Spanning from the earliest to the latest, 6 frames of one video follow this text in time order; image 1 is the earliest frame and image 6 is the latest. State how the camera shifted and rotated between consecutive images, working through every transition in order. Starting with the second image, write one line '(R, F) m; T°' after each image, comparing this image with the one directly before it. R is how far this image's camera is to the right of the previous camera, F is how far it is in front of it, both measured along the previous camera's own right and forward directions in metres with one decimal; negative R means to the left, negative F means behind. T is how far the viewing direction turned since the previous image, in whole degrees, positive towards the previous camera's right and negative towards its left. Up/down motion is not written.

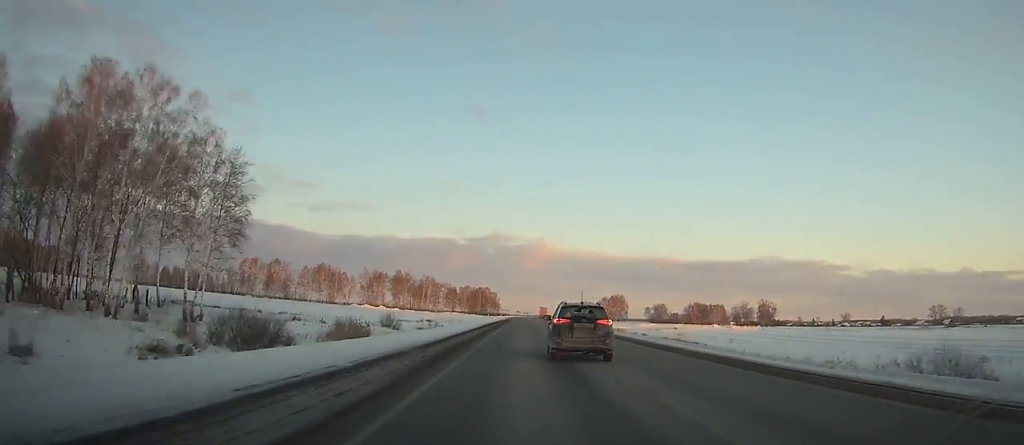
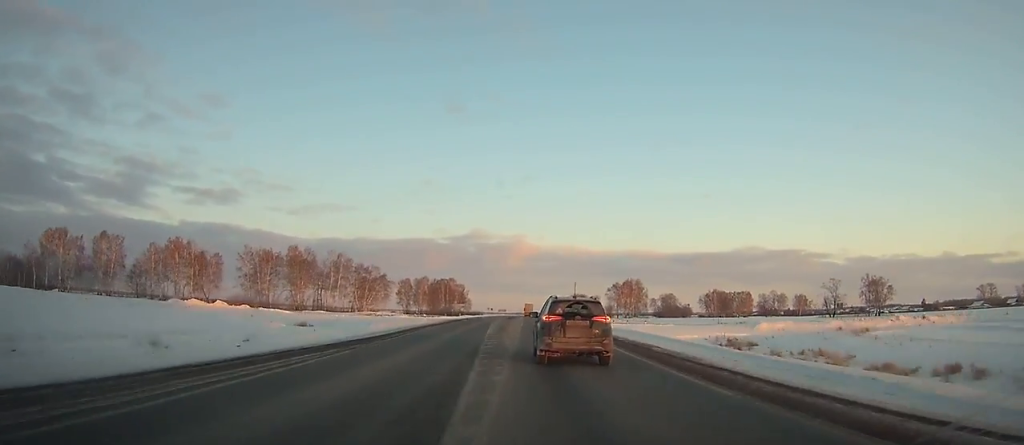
(+1.8, +94.7) m; +2°
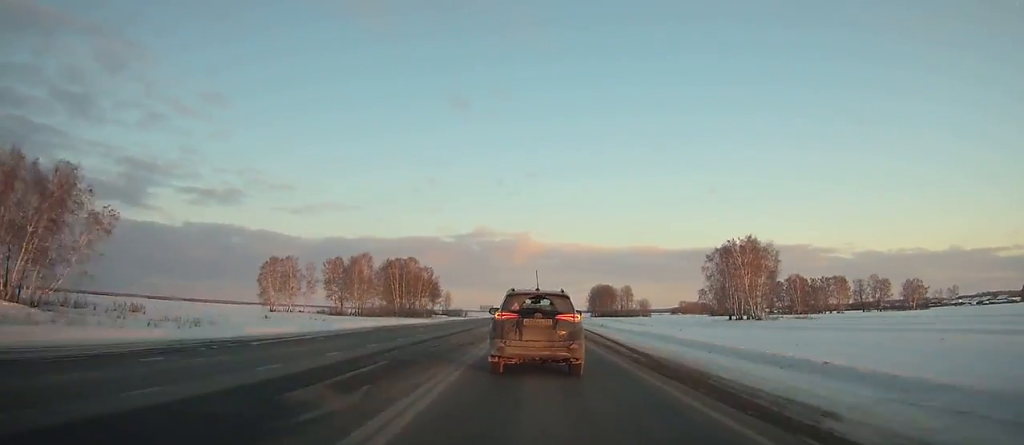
(+1.5, +117.5) m; +1°
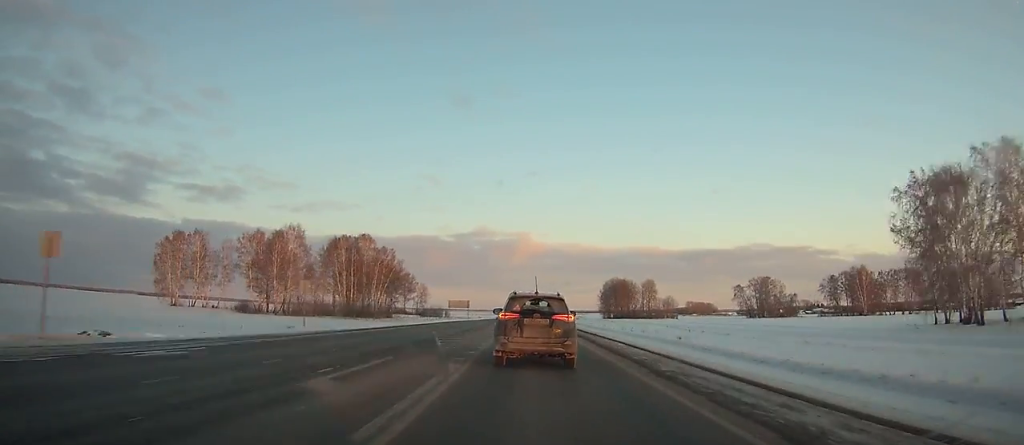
(-0.3, +60.6) m; 0°
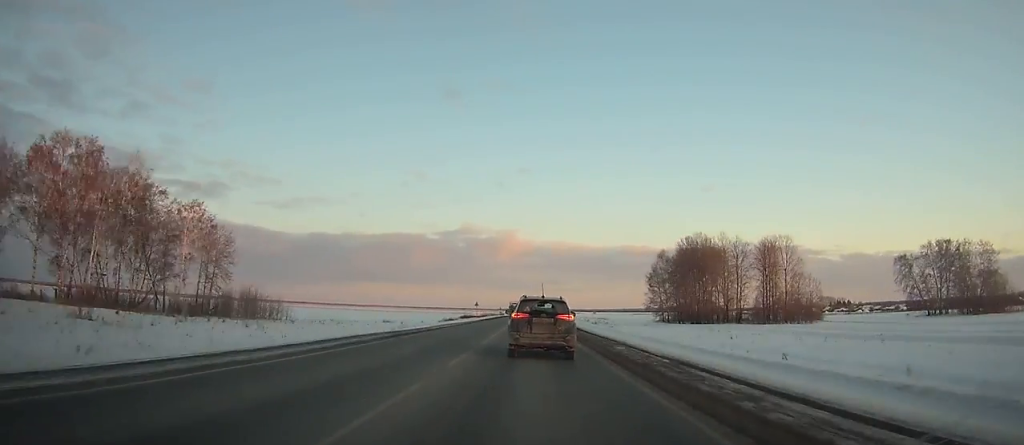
(+0.9, +135.7) m; +1°
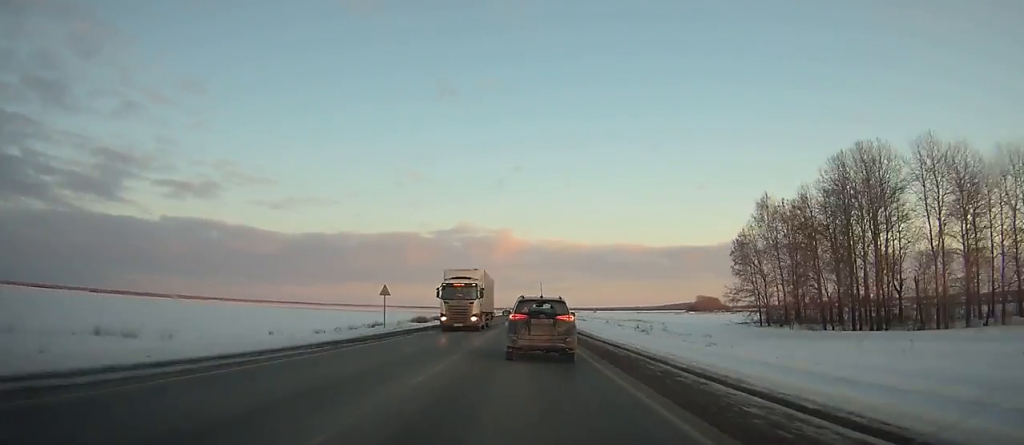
(+0.4, +61.9) m; +1°
